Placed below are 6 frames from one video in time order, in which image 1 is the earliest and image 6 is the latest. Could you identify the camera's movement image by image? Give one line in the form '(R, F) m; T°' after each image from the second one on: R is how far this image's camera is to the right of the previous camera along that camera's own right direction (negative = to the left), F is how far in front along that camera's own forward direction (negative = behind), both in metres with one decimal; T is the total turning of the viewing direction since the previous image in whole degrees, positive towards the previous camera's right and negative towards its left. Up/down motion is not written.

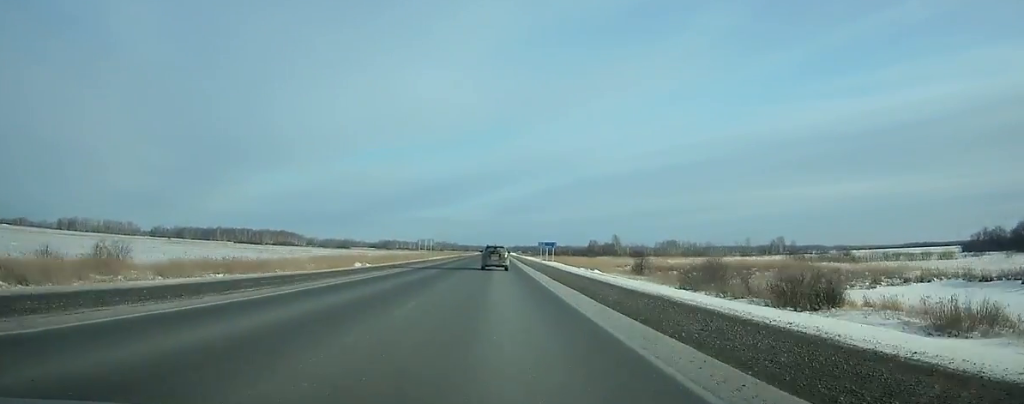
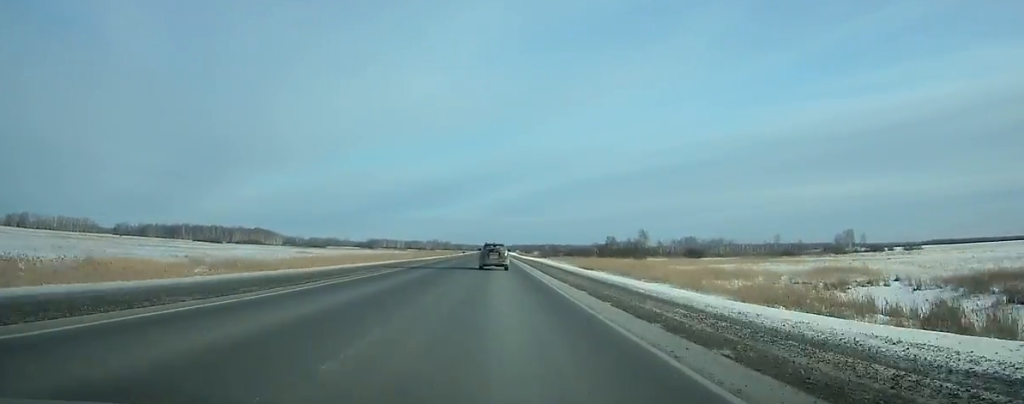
(+0.1, +102.5) m; 0°
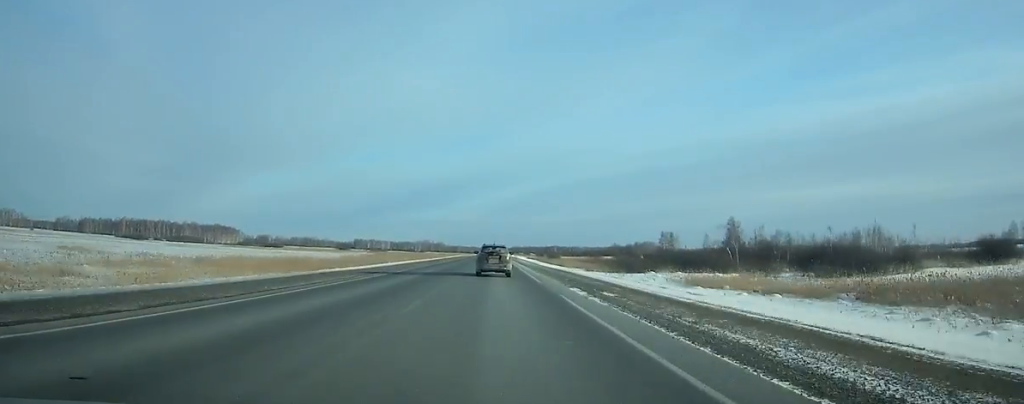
(-0.2, +149.8) m; 0°
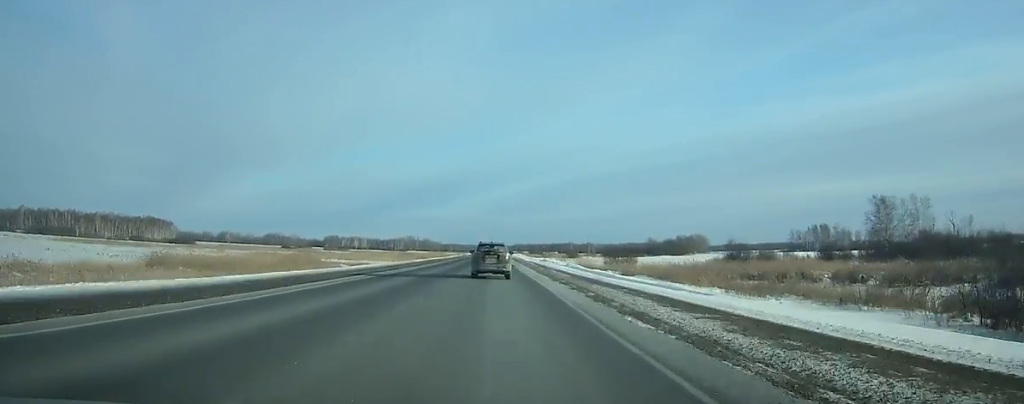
(+0.8, +178.3) m; 0°
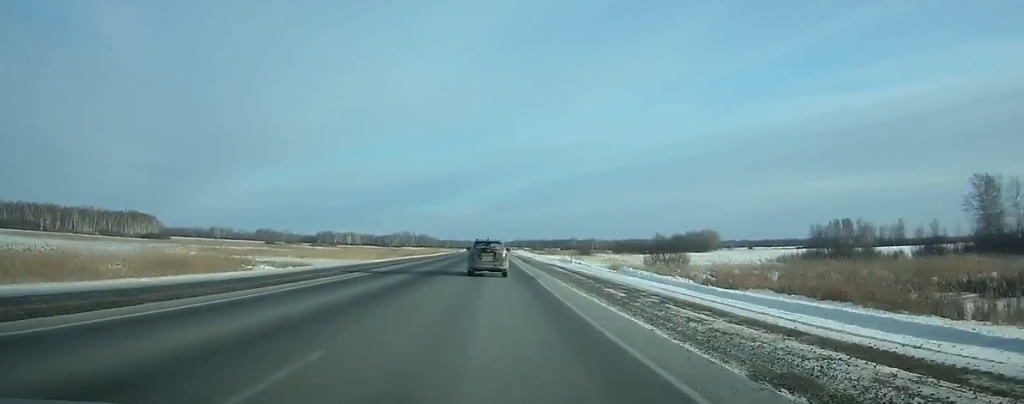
(0.0, +34.0) m; 0°
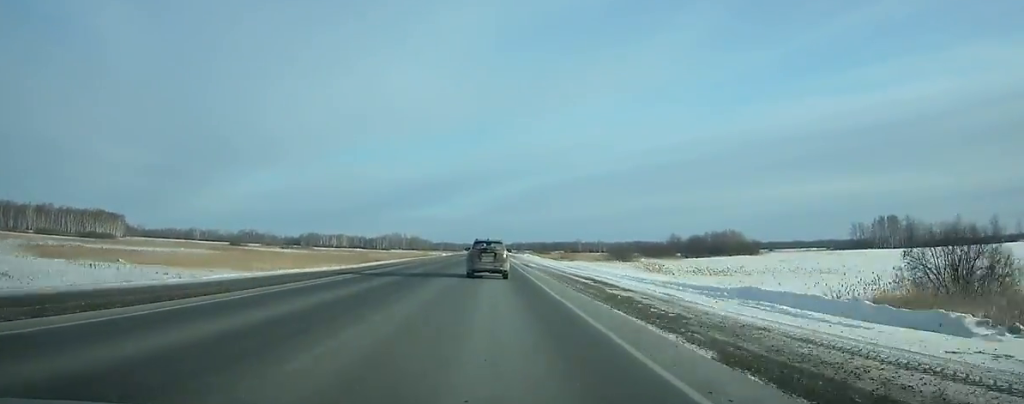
(+0.1, +57.7) m; 0°
